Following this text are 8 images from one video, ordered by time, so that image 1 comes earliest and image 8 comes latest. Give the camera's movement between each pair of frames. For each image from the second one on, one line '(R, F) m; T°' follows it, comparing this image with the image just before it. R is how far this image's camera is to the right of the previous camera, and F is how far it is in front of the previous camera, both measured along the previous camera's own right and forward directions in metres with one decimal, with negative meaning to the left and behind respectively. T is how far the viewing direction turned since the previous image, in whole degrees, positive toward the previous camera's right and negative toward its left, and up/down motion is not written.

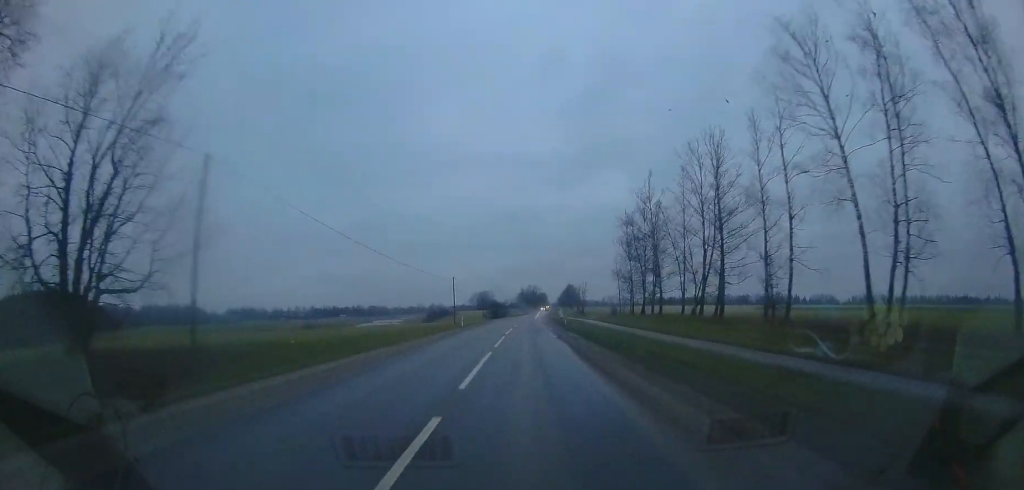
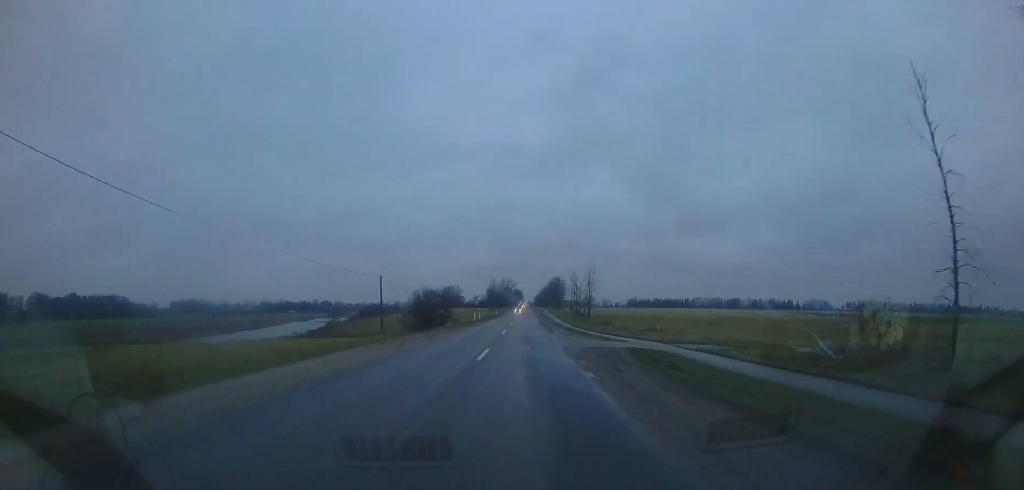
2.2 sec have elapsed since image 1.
(+2.0, +58.3) m; +4°
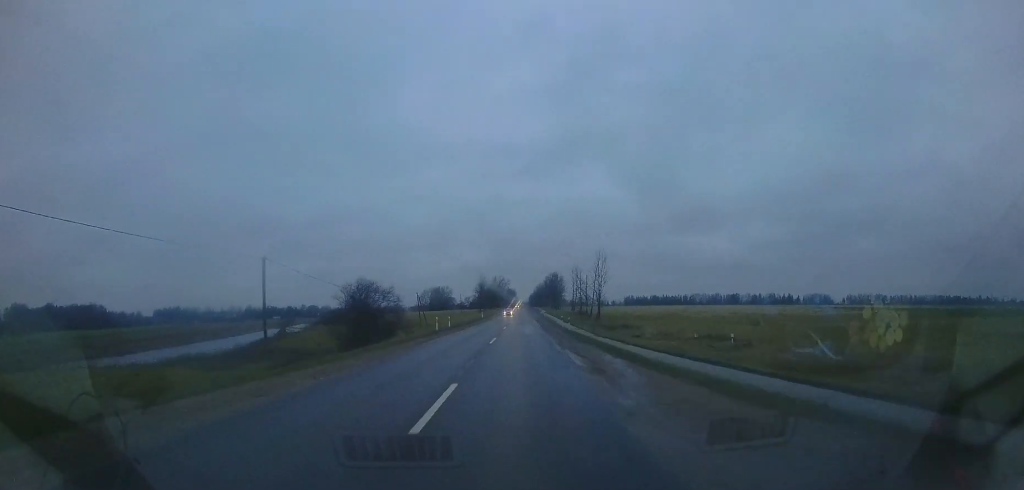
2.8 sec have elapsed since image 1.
(+0.1, +18.3) m; +2°
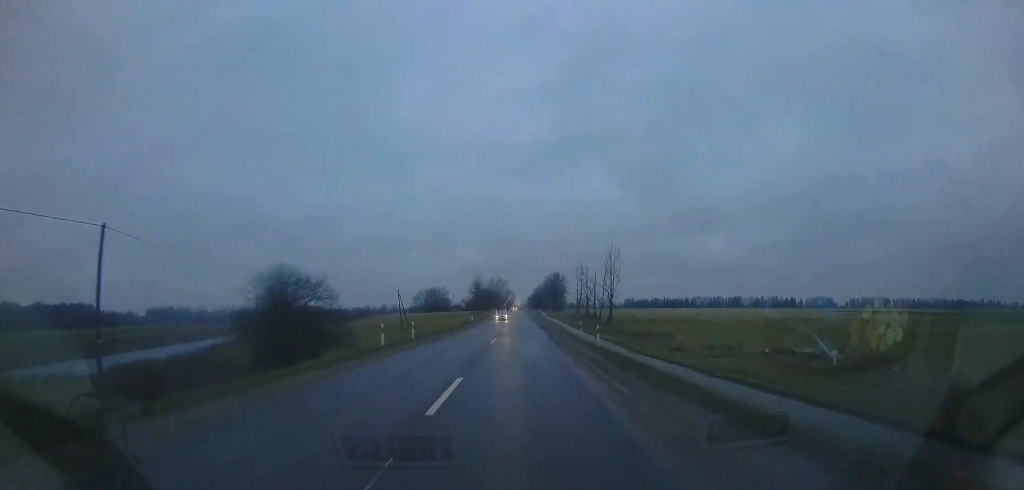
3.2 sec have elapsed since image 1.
(0.0, +11.0) m; +1°
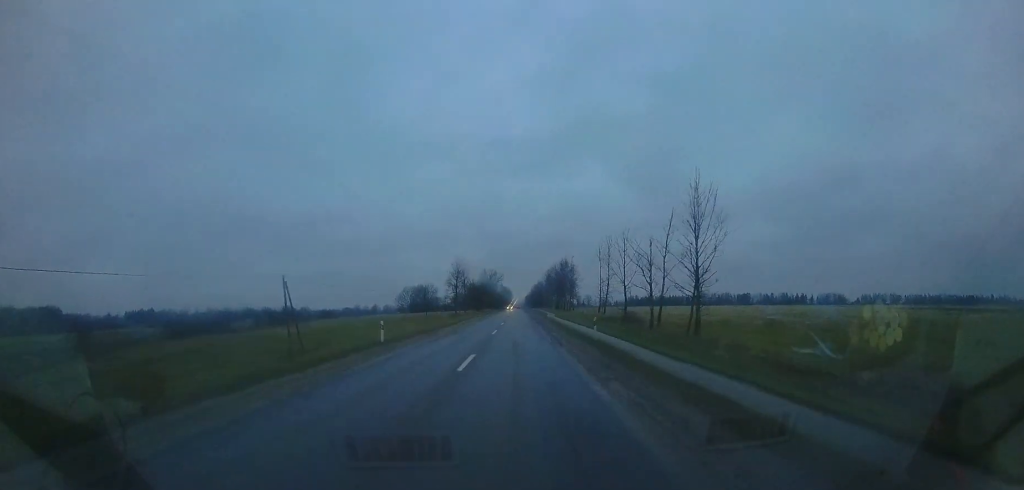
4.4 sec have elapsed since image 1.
(+0.5, +32.0) m; 0°
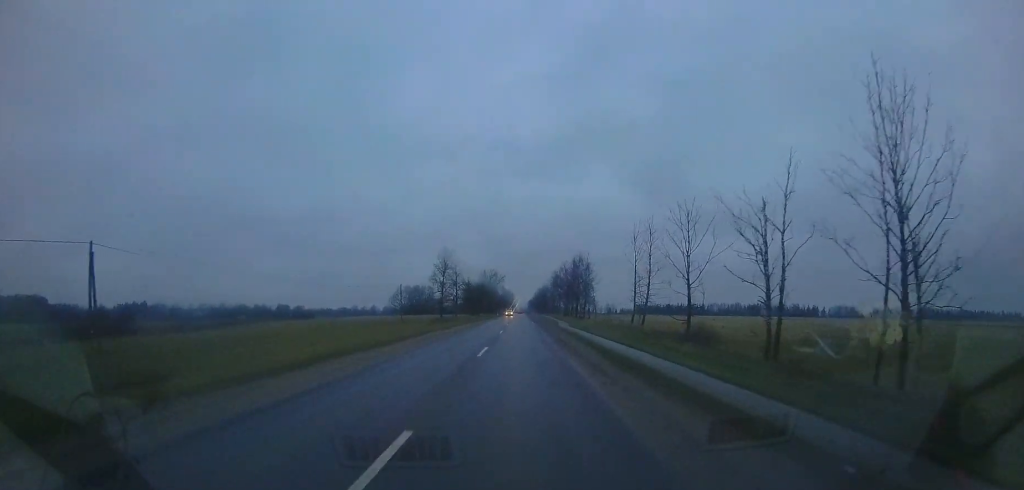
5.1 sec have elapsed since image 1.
(-0.3, +19.2) m; 0°
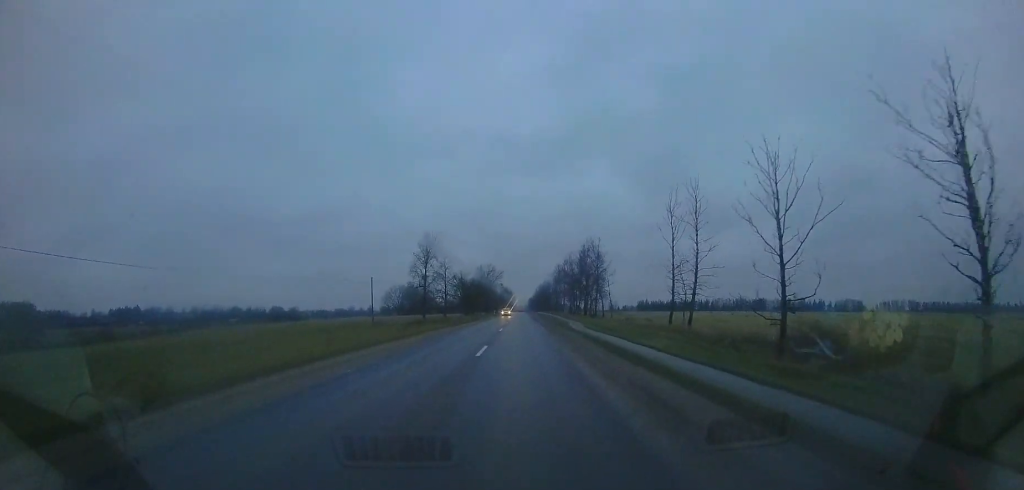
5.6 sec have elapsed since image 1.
(+0.1, +12.8) m; 0°
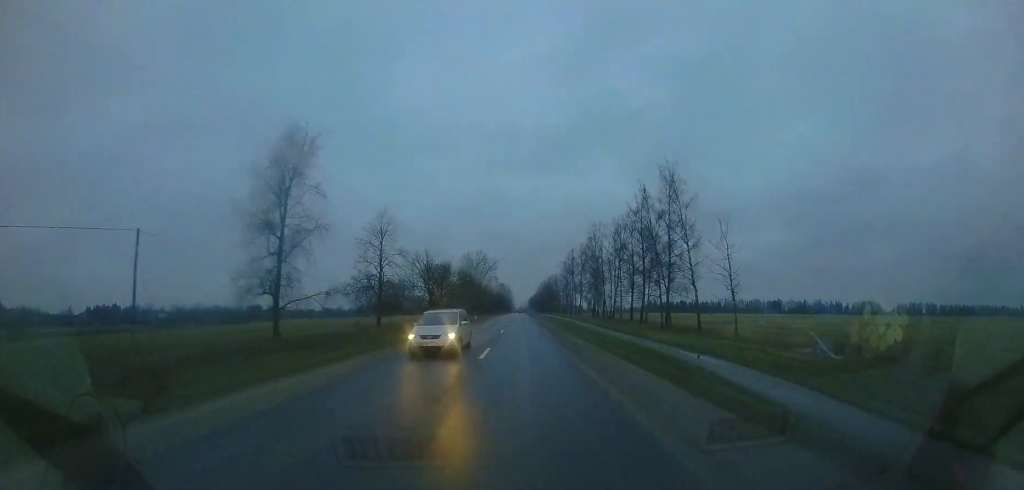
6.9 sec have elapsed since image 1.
(-0.1, +35.7) m; 0°
